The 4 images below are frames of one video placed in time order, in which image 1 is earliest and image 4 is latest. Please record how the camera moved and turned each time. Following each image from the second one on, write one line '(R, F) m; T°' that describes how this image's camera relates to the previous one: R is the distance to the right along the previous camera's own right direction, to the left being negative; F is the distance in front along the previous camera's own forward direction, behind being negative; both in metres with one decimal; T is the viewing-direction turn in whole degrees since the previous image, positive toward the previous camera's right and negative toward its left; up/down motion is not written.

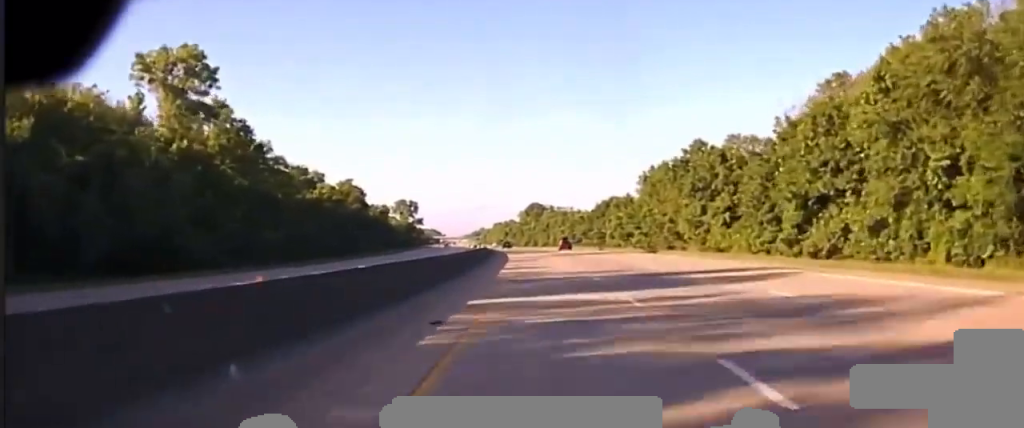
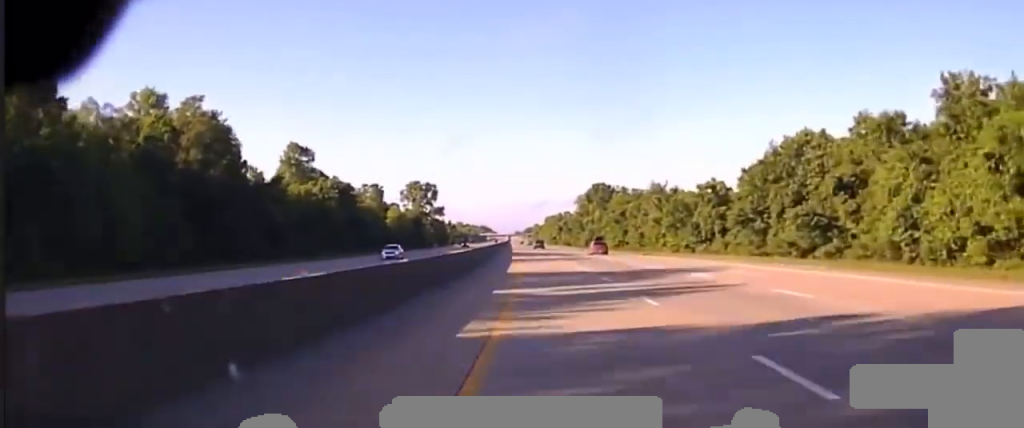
(-3.5, +112.3) m; -4°
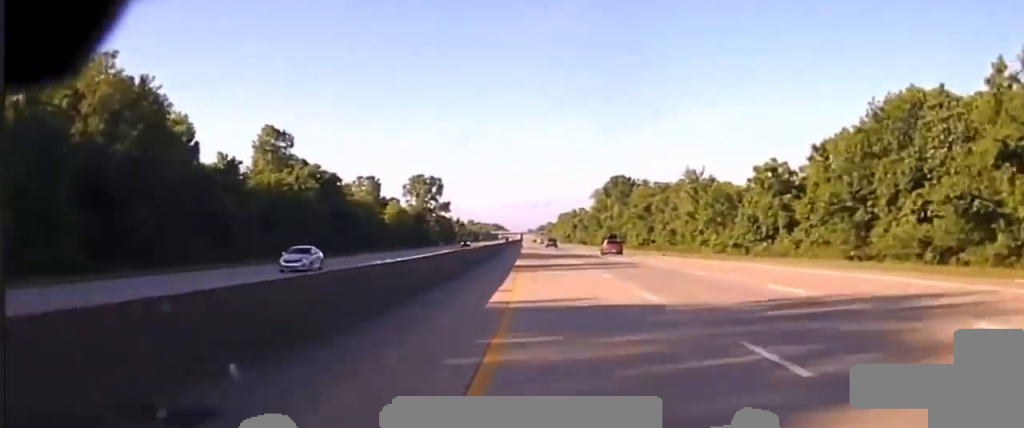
(0.0, +20.4) m; -1°
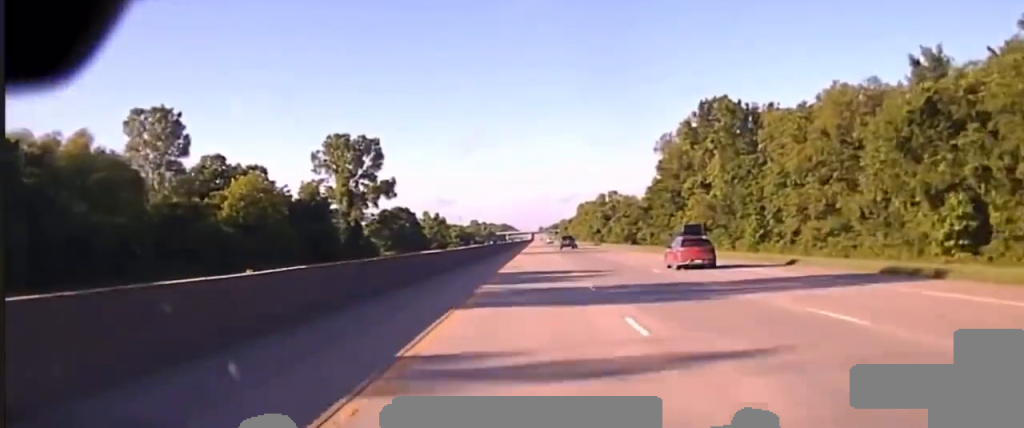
(-2.4, +125.8) m; -2°
